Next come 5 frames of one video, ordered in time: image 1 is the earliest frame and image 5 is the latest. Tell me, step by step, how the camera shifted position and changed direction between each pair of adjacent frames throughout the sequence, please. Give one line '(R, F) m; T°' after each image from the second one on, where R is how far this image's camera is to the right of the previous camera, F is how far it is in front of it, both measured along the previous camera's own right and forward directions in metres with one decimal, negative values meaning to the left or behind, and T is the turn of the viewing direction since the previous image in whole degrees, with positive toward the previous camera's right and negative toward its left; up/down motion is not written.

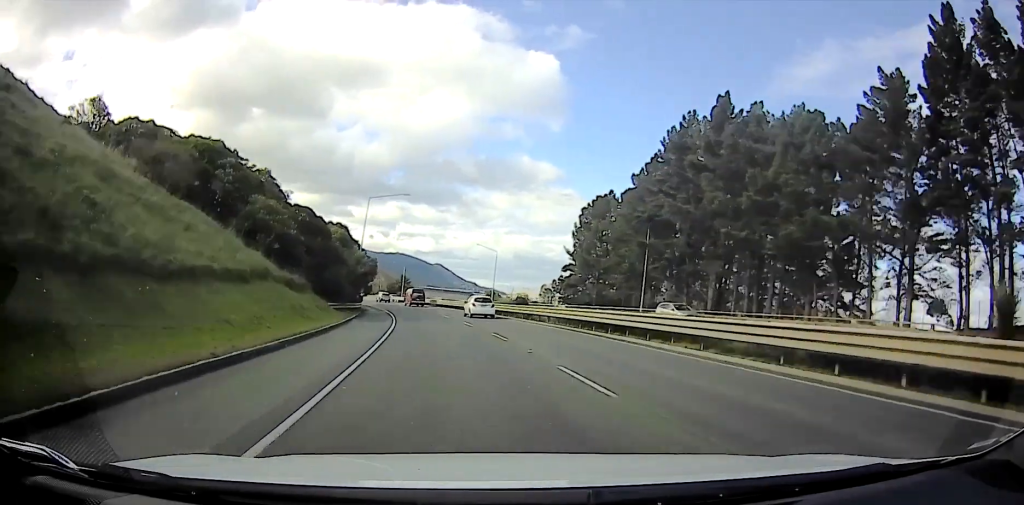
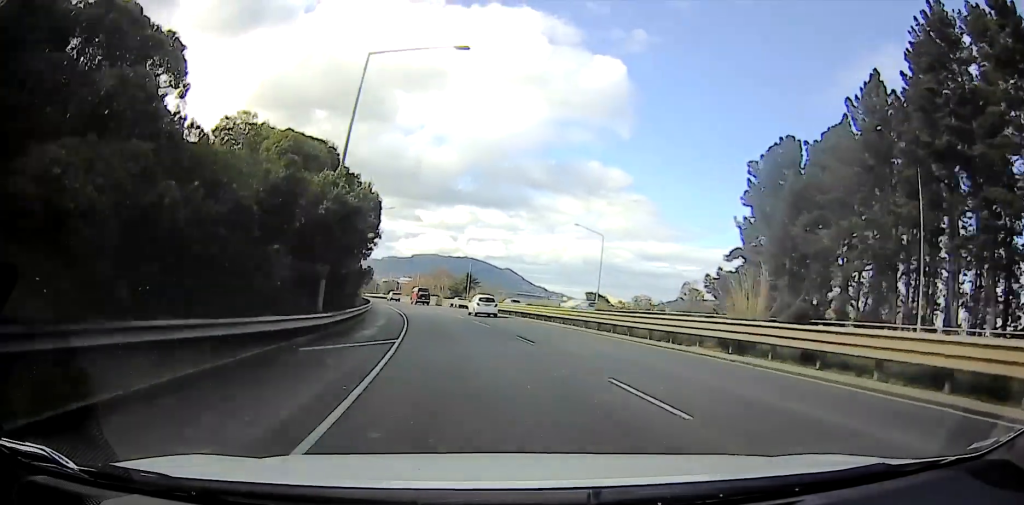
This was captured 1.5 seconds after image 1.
(-2.2, +33.2) m; -5°
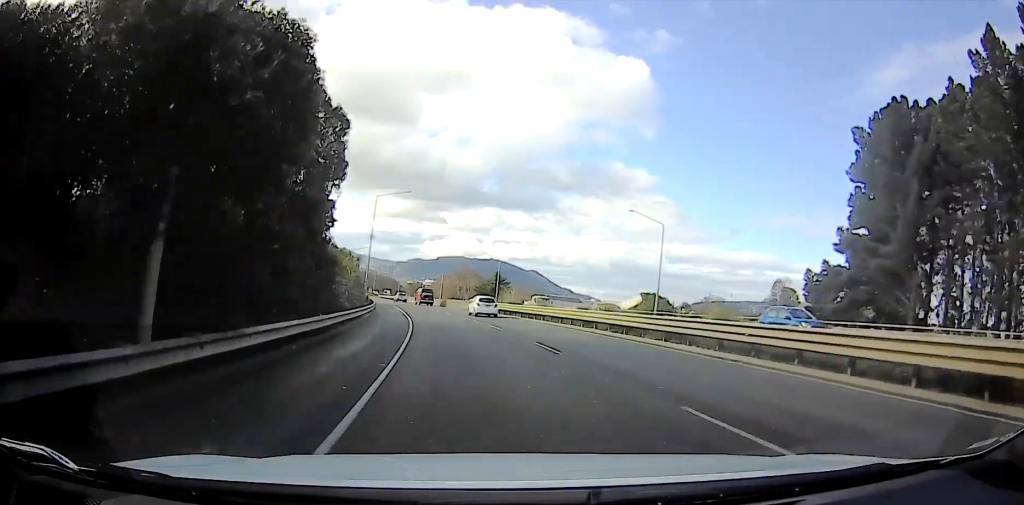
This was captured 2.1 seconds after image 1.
(+0.7, +12.7) m; -3°
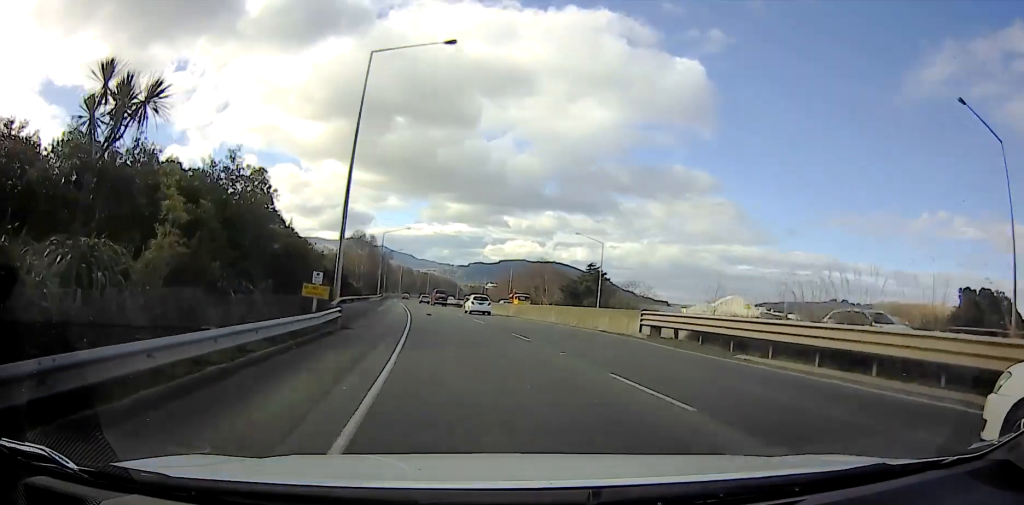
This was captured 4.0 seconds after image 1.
(-3.4, +39.2) m; -7°
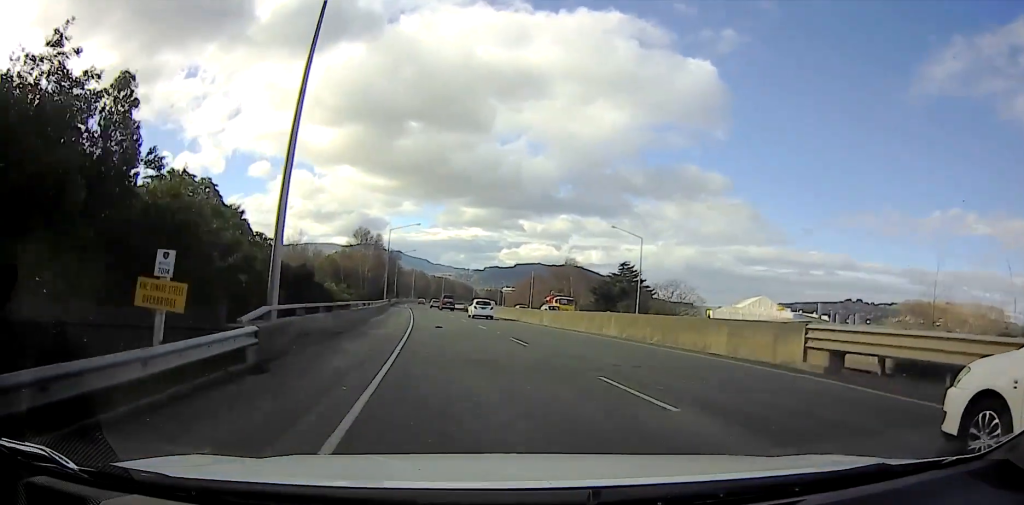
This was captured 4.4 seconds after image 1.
(+0.5, +10.6) m; -1°
